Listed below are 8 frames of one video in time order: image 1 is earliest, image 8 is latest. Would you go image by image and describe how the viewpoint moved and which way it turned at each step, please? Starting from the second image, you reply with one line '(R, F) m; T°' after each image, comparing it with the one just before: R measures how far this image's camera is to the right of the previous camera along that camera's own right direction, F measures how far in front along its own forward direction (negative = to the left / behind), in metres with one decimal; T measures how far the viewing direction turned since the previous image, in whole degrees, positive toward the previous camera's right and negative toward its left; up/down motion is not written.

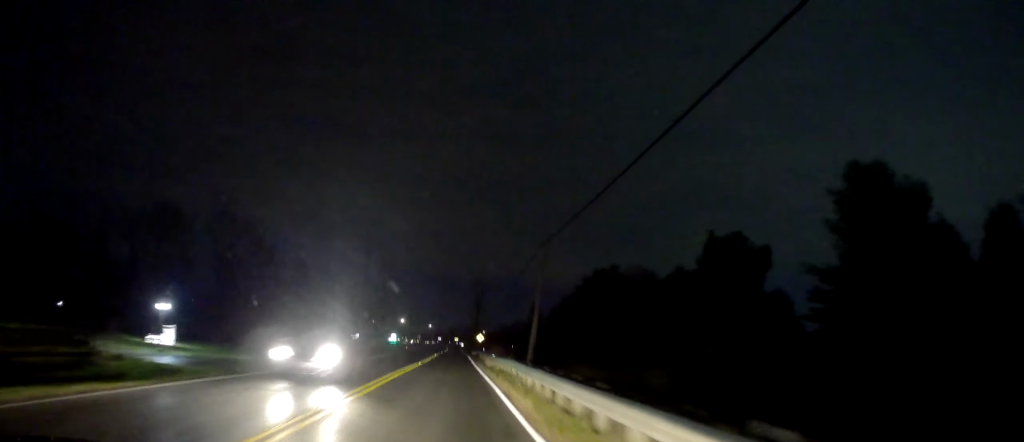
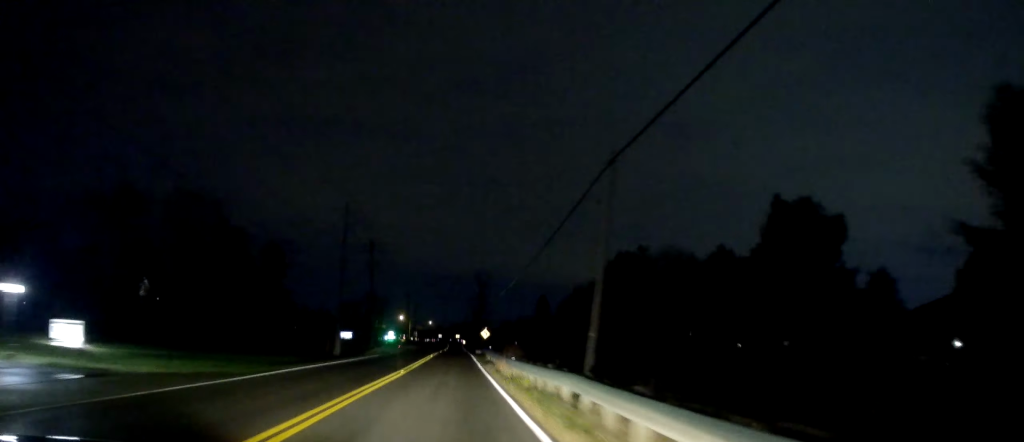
(-0.3, +11.5) m; 0°
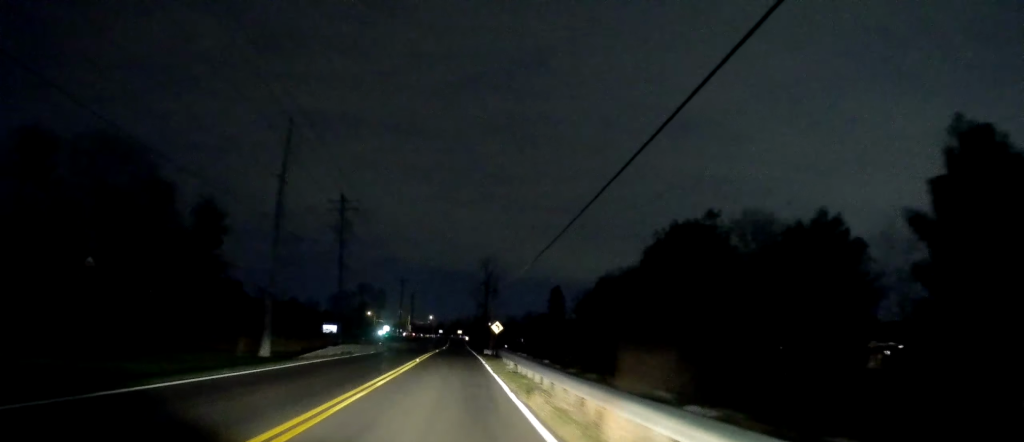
(+0.1, +17.9) m; 0°
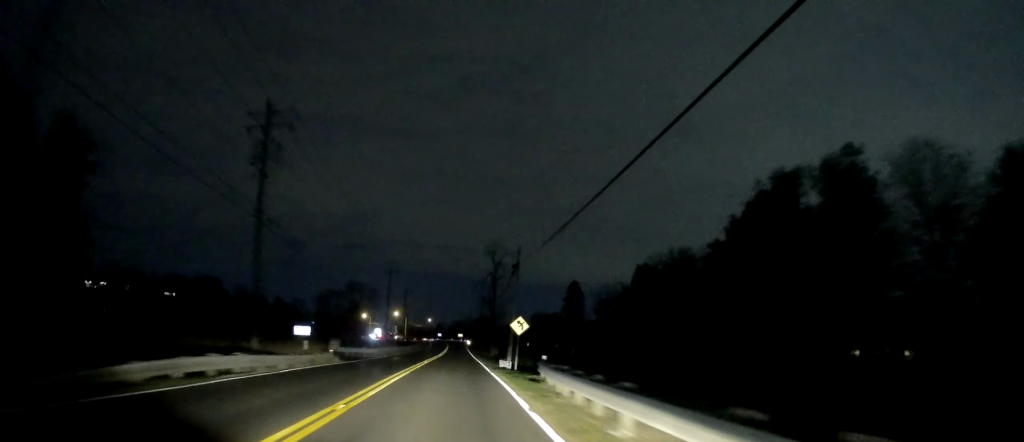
(0.0, +19.2) m; -1°
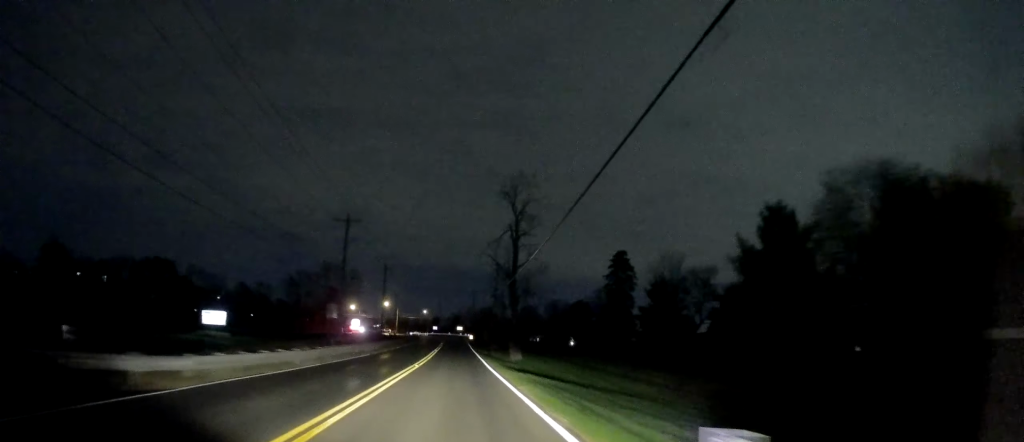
(-0.4, +32.3) m; +1°
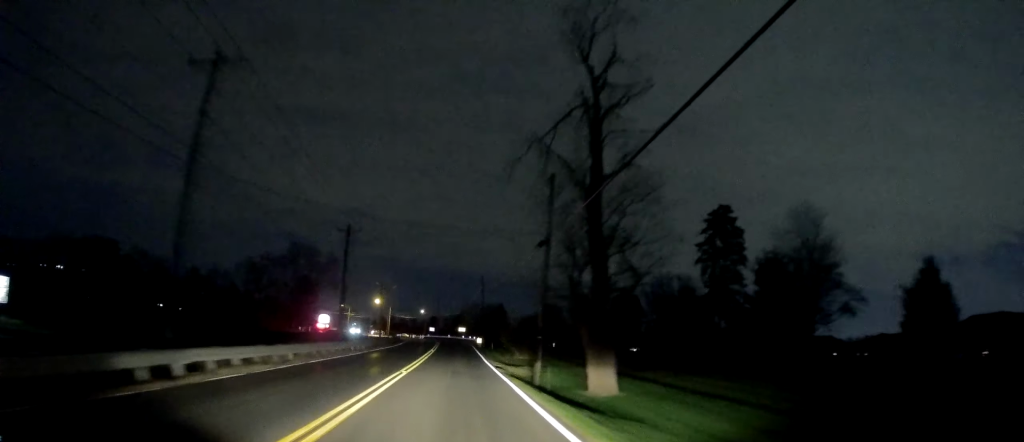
(+0.4, +31.2) m; 0°
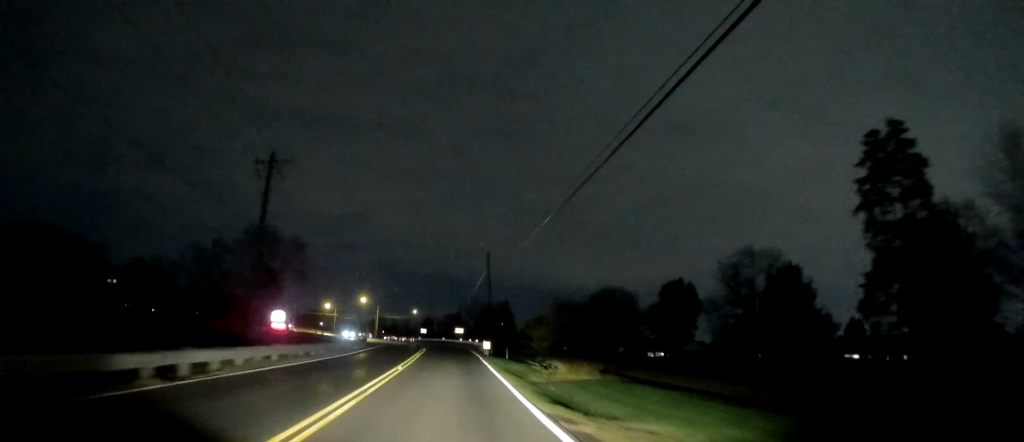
(-0.2, +23.0) m; +1°
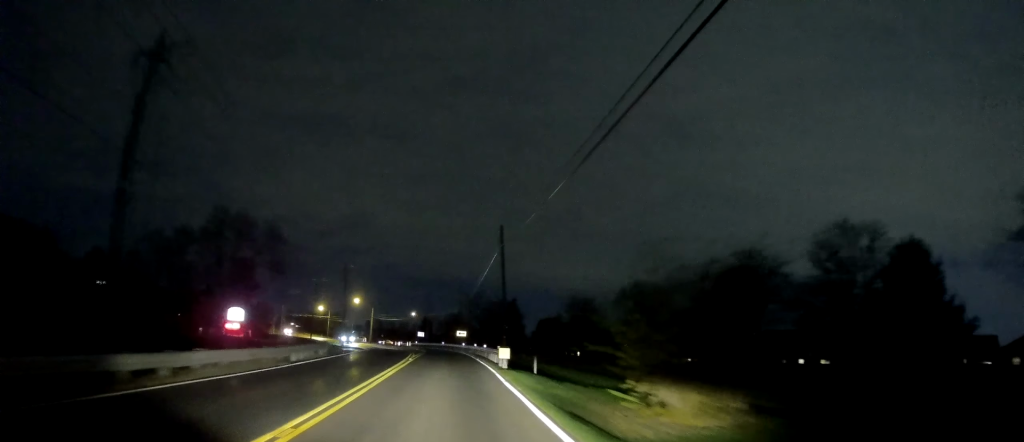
(+0.2, +15.2) m; +1°
